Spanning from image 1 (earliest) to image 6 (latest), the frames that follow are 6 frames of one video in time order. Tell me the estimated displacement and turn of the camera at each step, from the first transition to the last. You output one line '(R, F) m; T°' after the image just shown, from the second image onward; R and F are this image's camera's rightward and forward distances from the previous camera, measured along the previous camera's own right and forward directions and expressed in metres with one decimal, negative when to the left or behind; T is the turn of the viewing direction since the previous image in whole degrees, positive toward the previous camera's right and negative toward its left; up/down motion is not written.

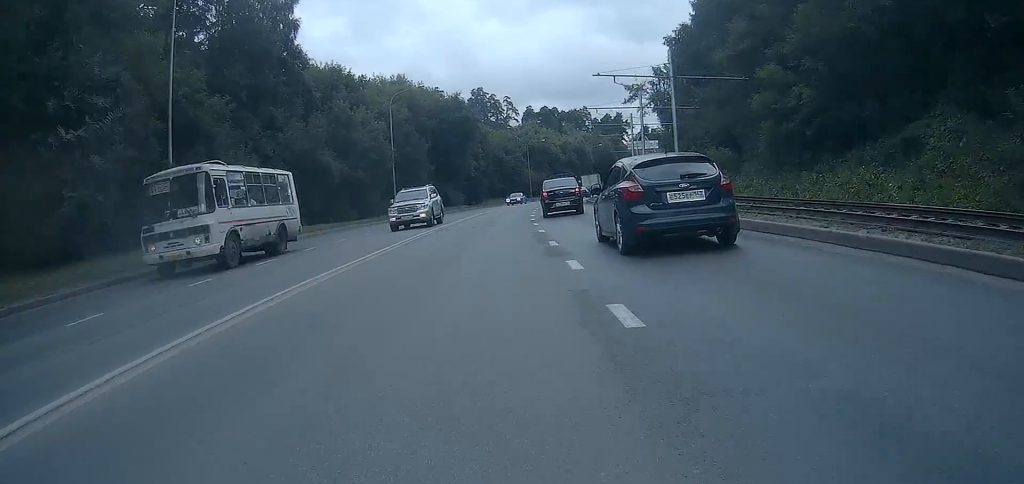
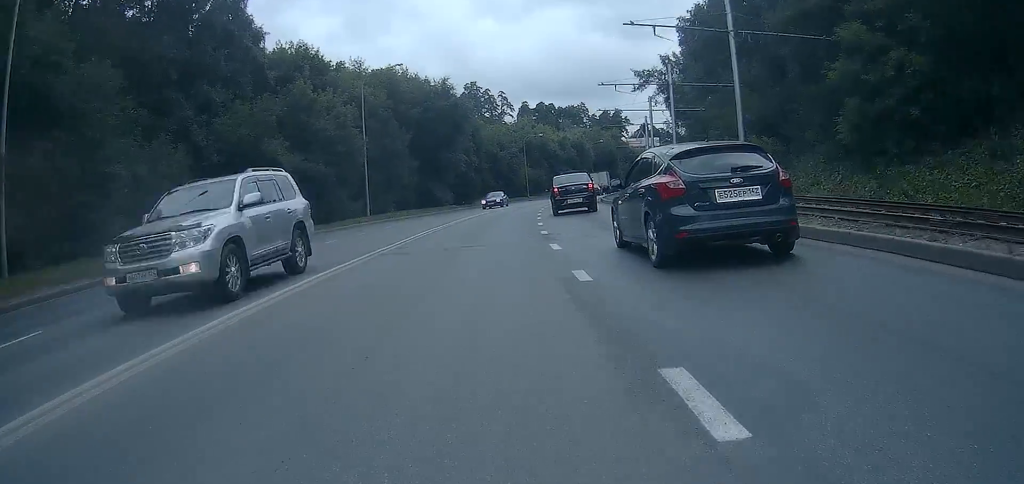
(0.0, +9.7) m; 0°
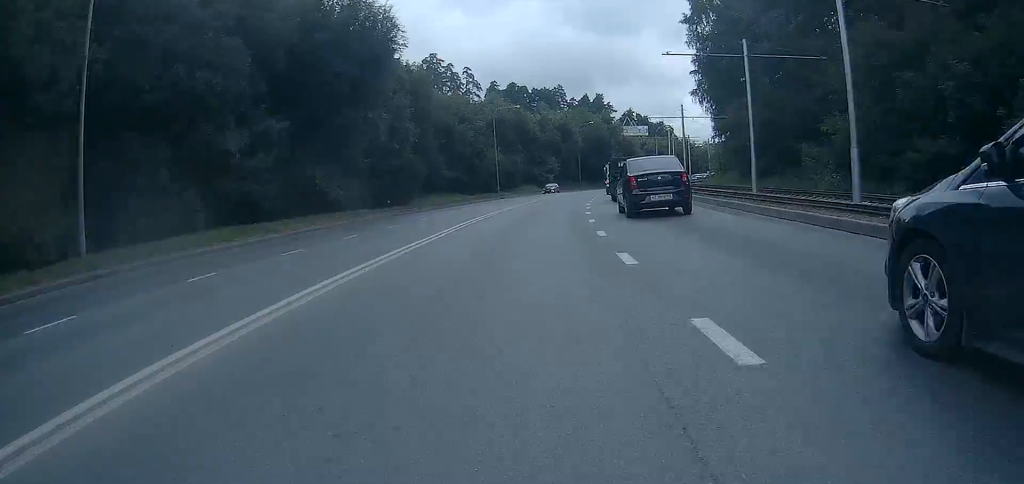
(+0.4, +32.6) m; +2°
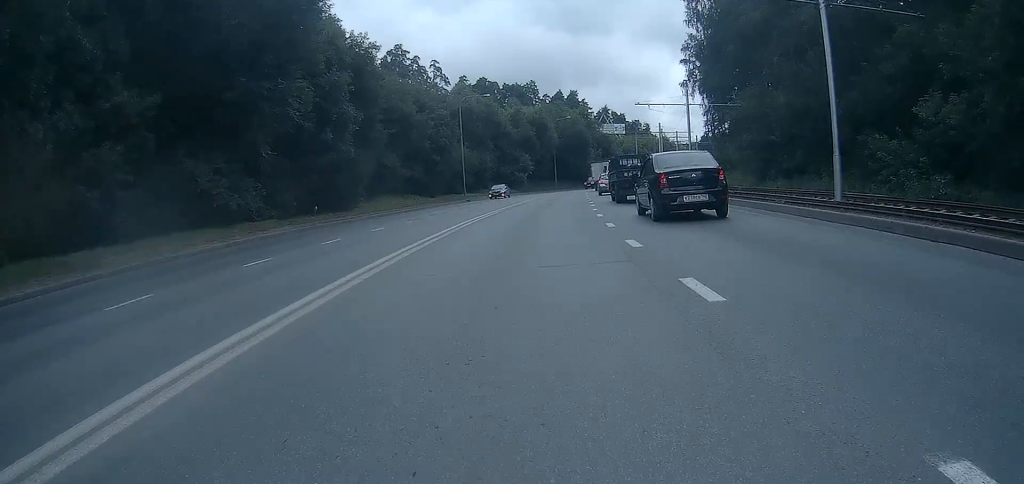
(0.0, +11.5) m; +1°
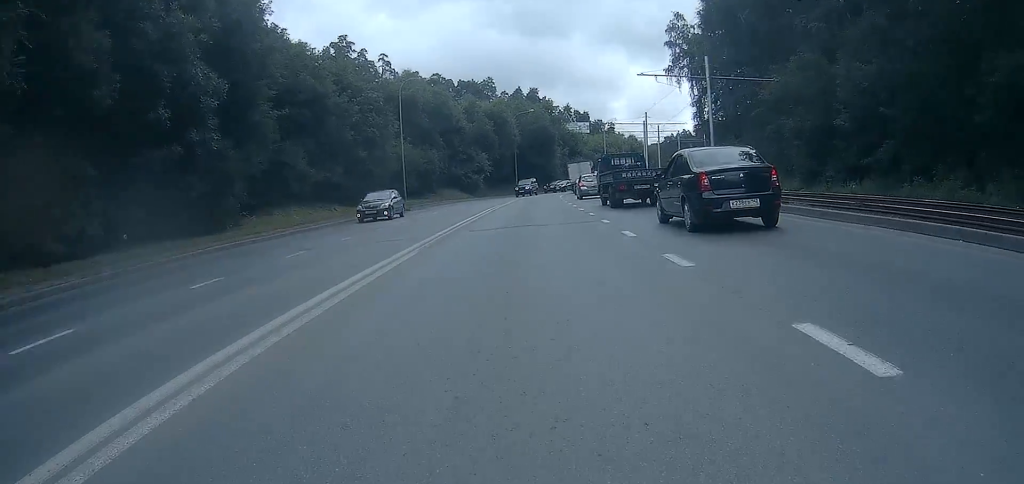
(+0.3, +15.6) m; +3°
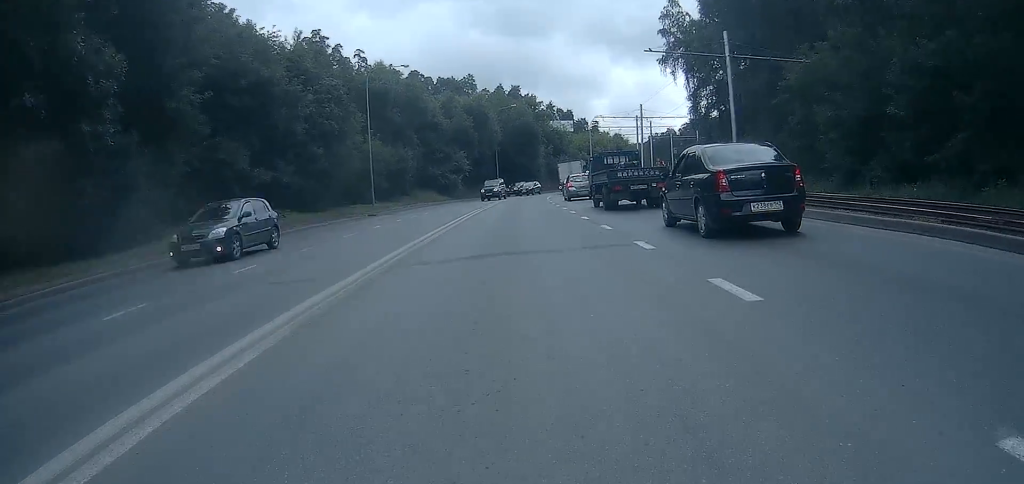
(+0.1, +6.9) m; +1°
